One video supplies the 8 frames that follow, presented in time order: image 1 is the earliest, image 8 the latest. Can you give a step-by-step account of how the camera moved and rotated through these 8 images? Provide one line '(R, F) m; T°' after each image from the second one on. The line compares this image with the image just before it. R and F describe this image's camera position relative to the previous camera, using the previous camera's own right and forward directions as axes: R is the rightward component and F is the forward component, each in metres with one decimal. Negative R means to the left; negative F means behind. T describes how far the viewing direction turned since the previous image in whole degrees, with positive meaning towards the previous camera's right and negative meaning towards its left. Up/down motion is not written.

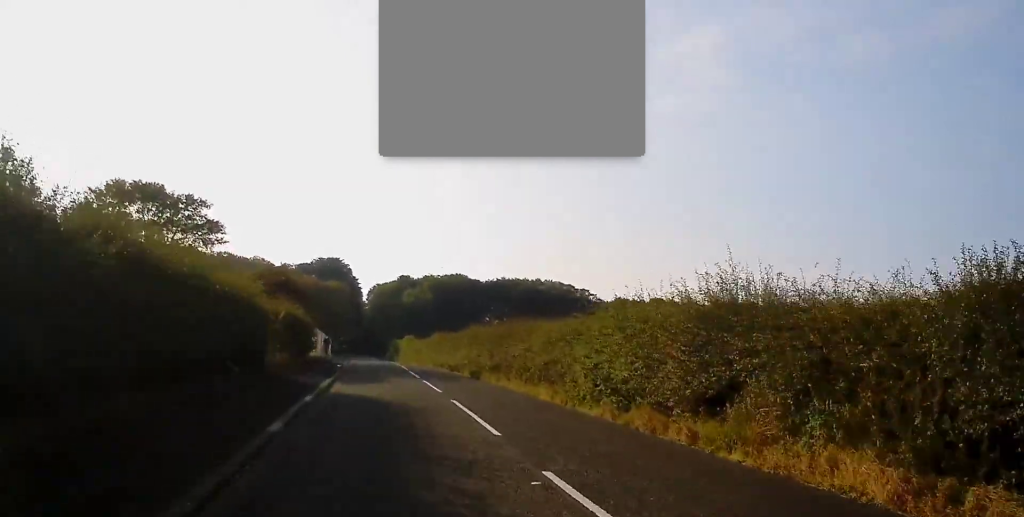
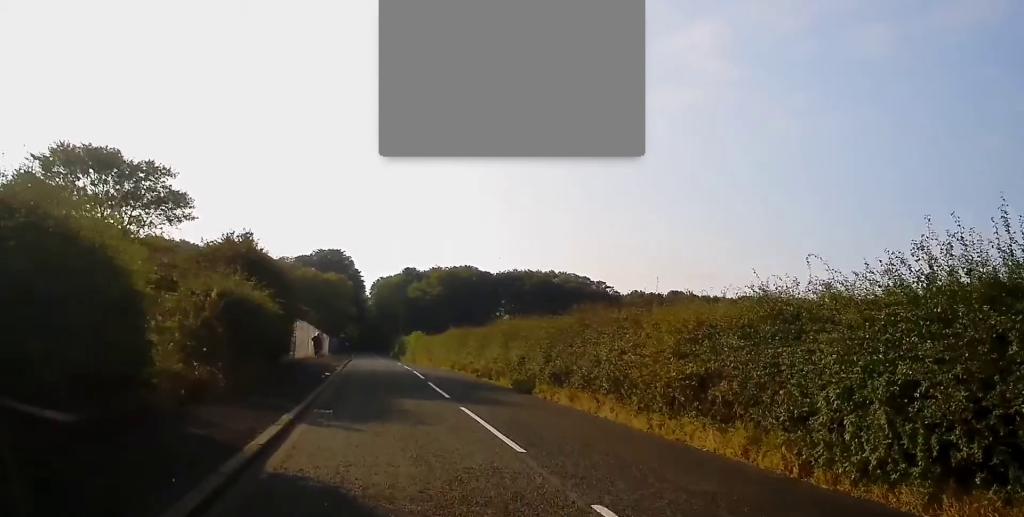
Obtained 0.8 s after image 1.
(-0.3, +10.6) m; 0°
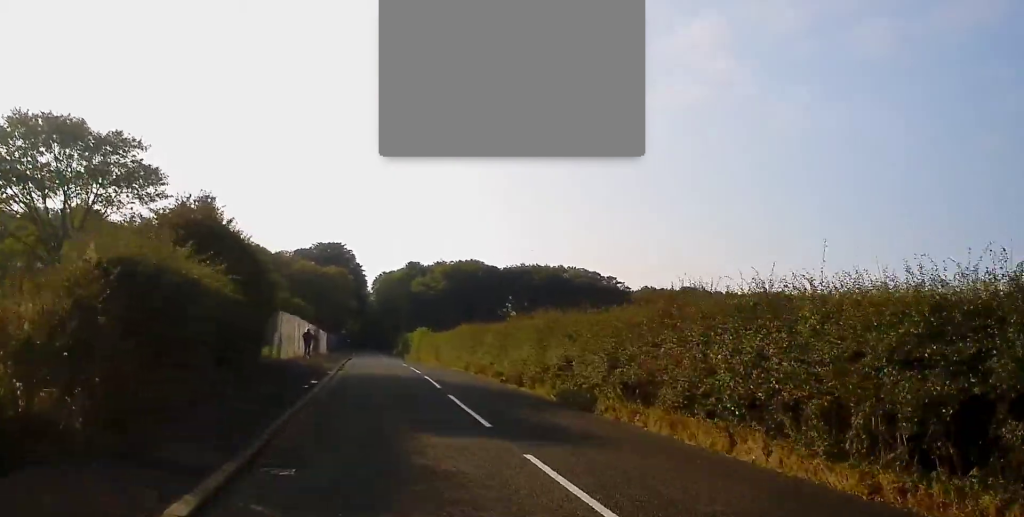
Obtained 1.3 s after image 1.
(+0.1, +6.3) m; +1°
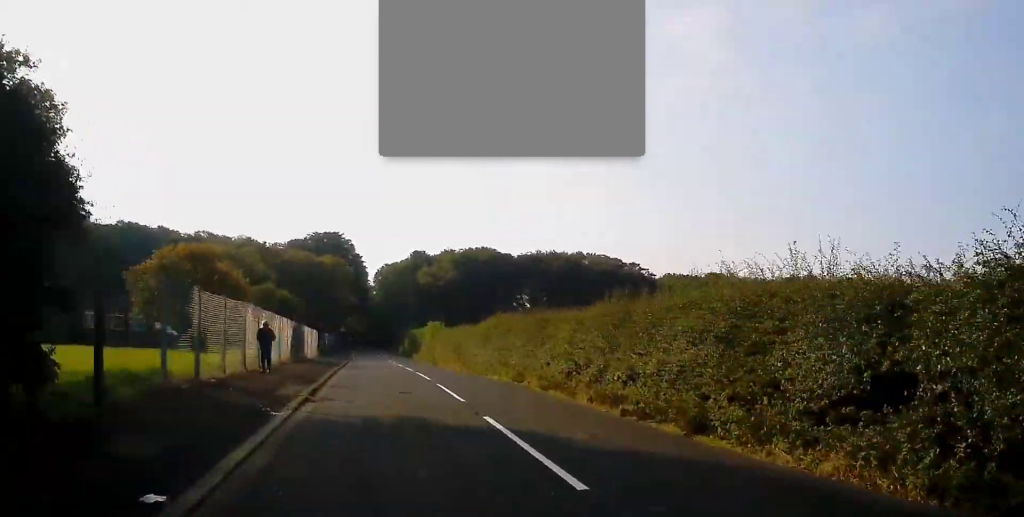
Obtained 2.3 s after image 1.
(+0.2, +13.8) m; 0°
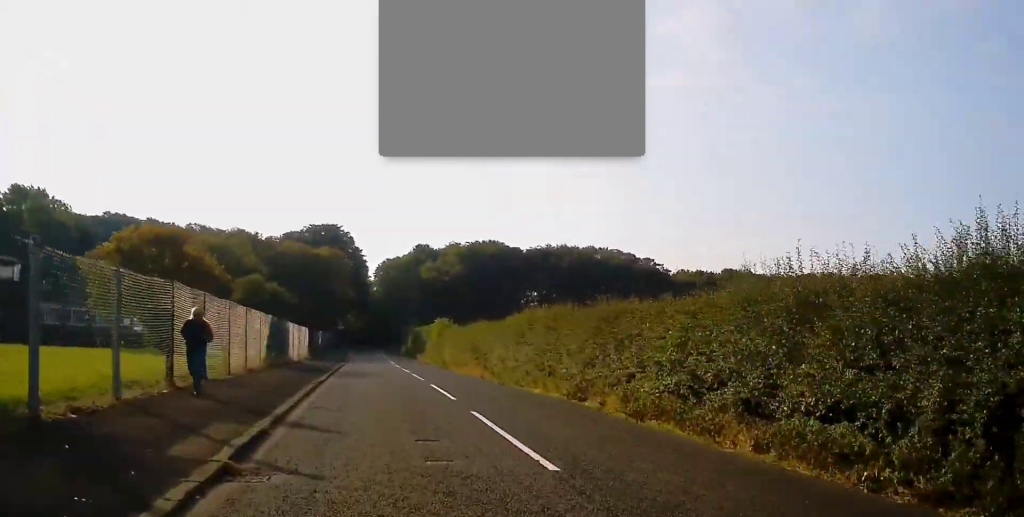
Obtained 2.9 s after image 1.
(0.0, +8.0) m; 0°
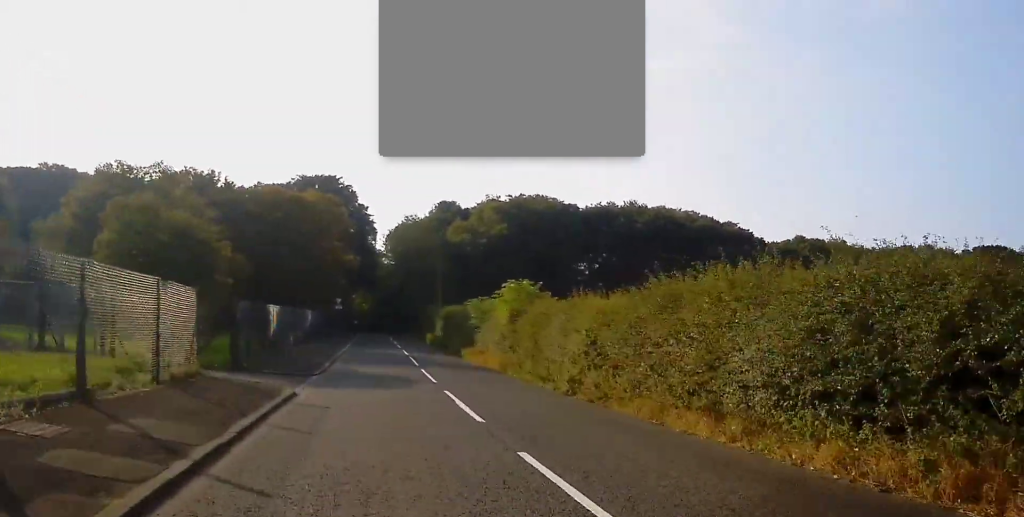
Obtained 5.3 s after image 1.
(-0.1, +31.5) m; -1°
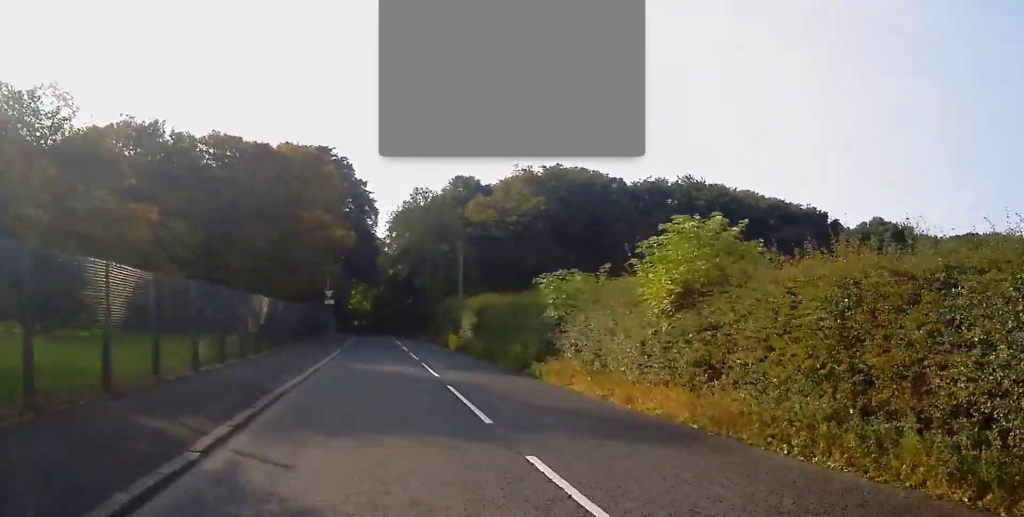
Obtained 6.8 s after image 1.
(-0.3, +18.8) m; -1°
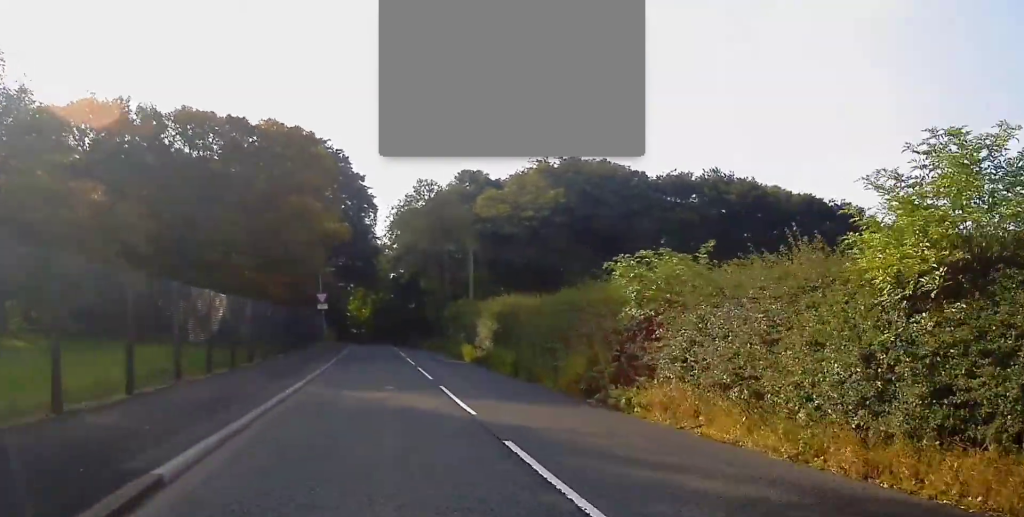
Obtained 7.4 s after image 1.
(0.0, +7.6) m; +1°
